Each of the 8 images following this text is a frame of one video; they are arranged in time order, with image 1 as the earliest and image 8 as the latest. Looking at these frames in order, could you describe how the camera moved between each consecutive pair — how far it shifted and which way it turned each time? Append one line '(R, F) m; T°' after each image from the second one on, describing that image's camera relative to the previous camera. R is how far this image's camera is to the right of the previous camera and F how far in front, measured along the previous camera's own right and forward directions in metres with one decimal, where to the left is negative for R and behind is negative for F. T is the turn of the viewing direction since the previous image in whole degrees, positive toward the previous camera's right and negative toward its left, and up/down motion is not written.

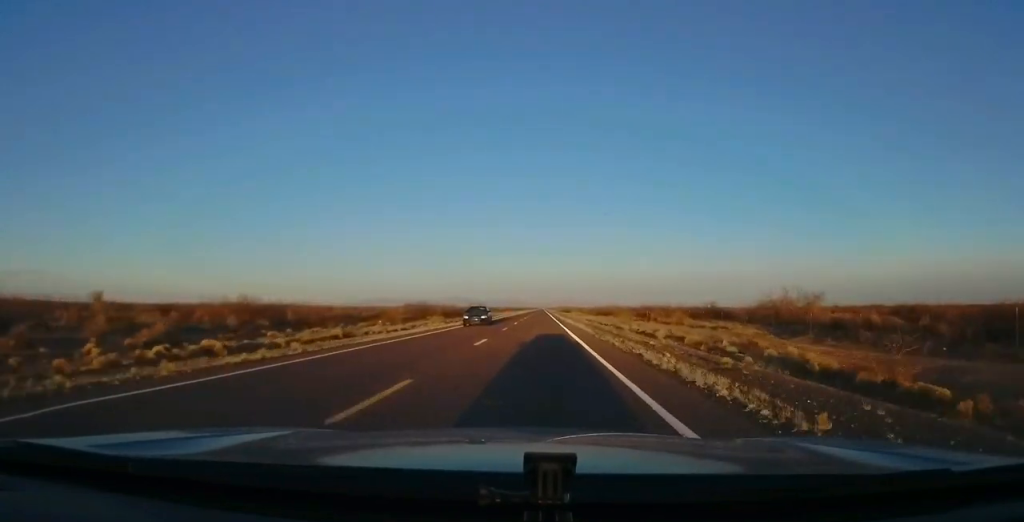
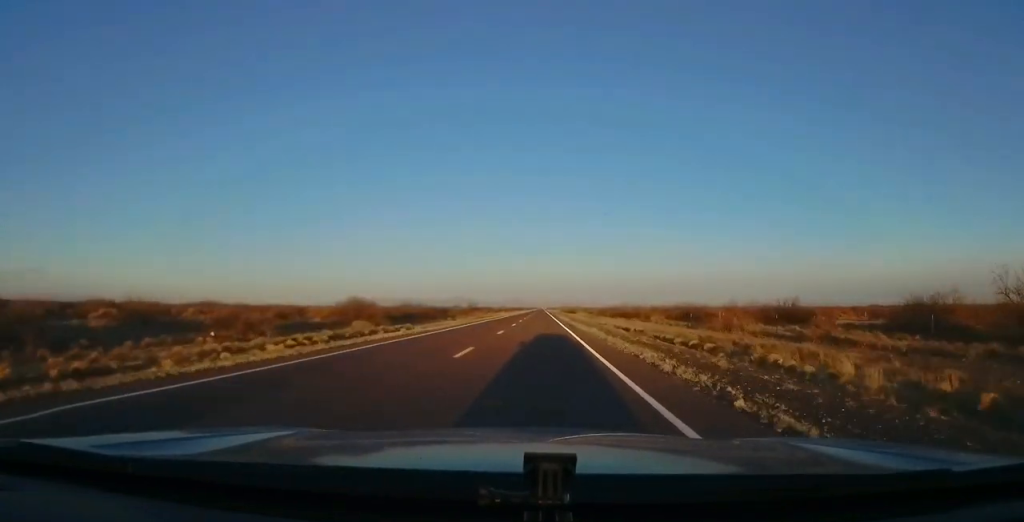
(-0.6, +29.2) m; 0°
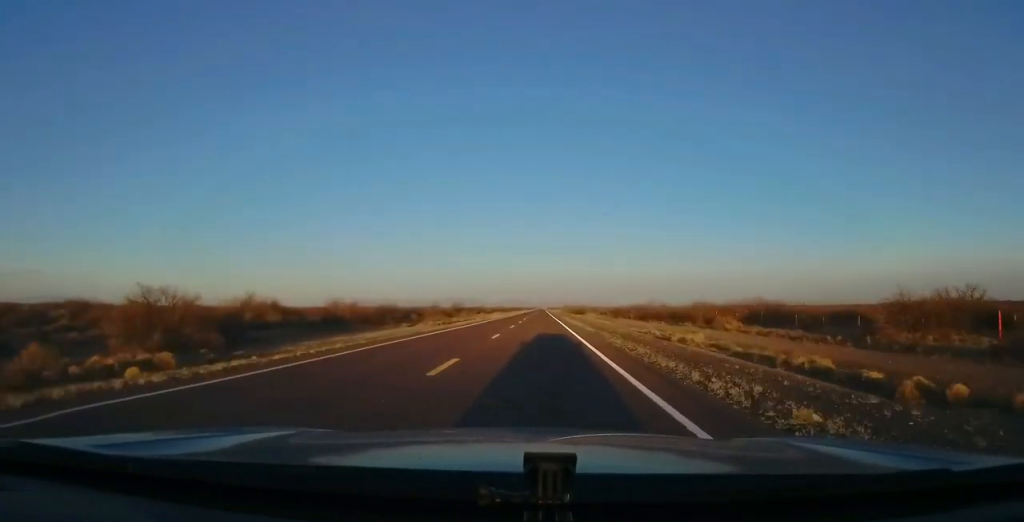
(+0.6, +28.3) m; +1°
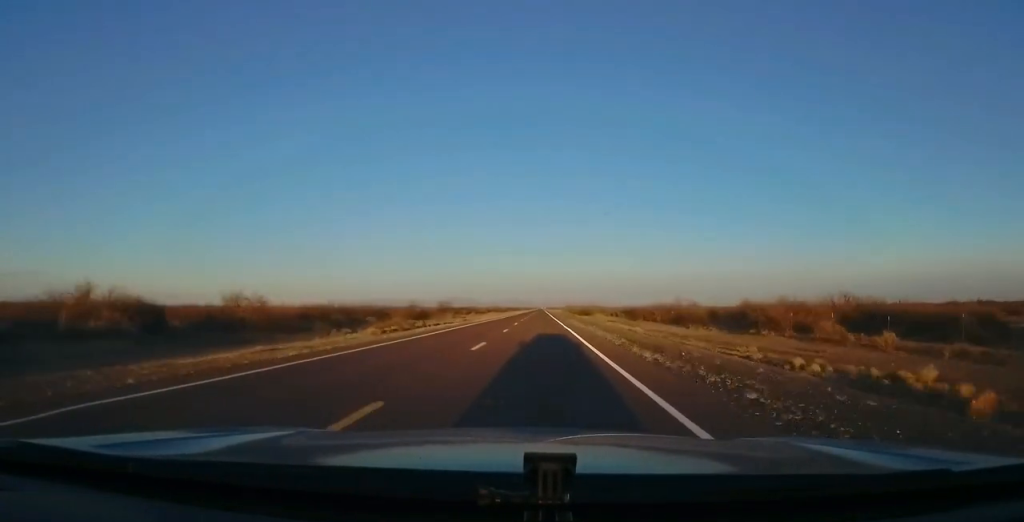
(0.0, +18.5) m; 0°
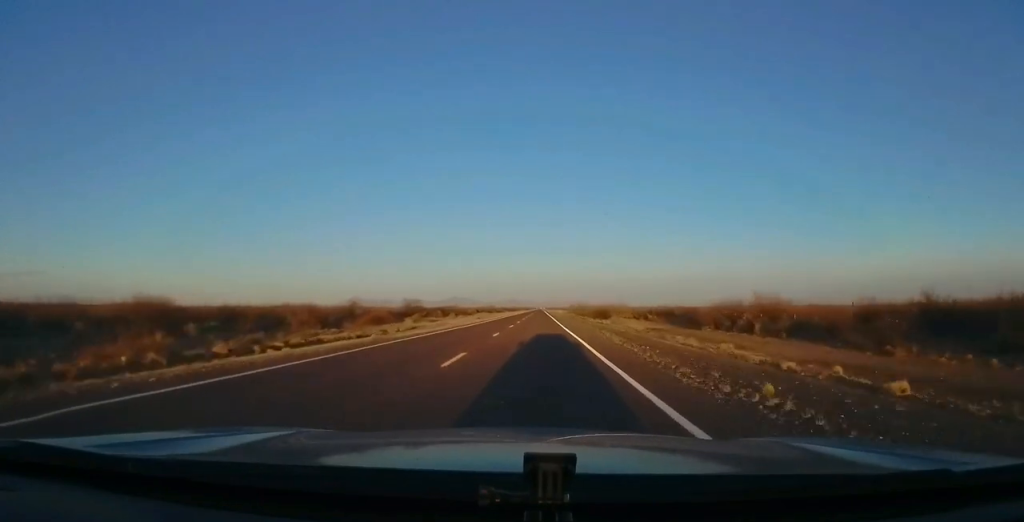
(0.0, +29.2) m; -1°
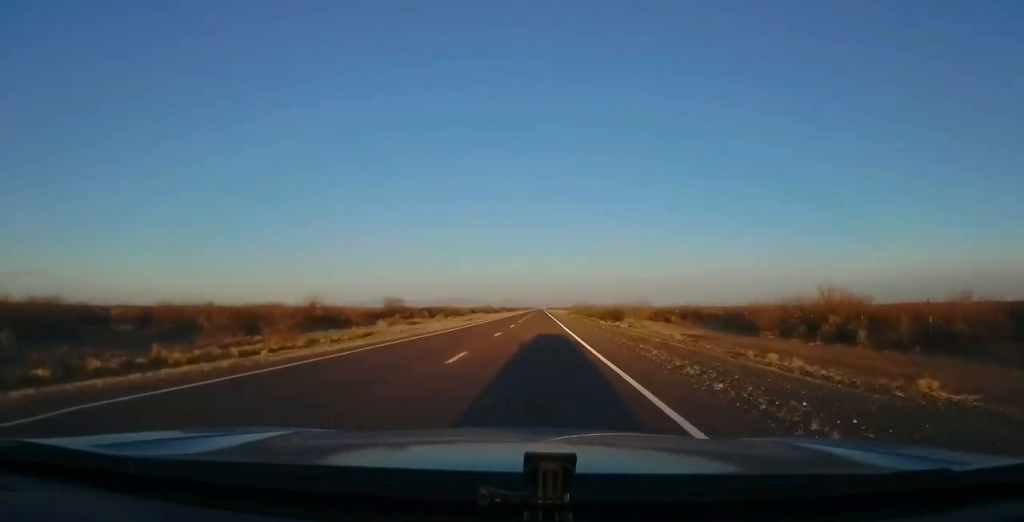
(+0.1, +11.7) m; 0°
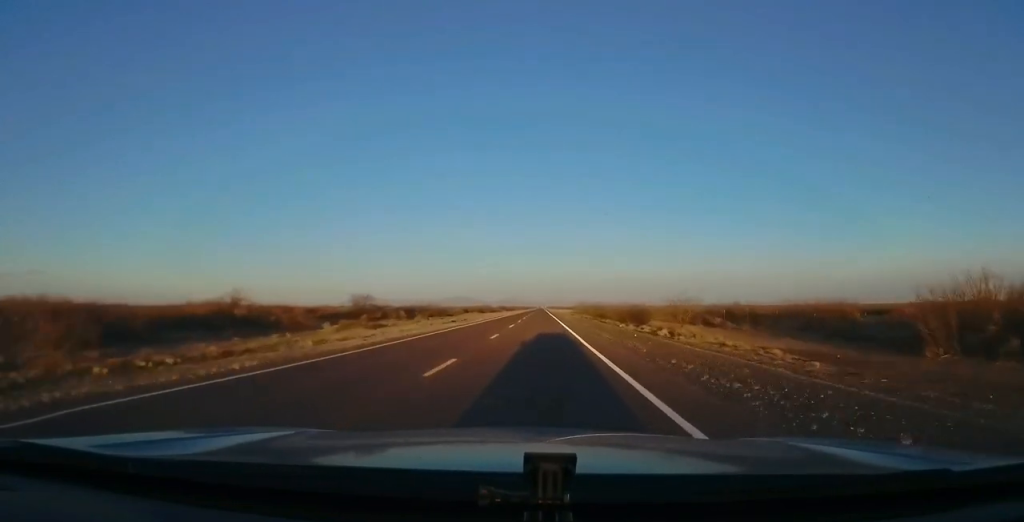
(-0.2, +14.6) m; -1°
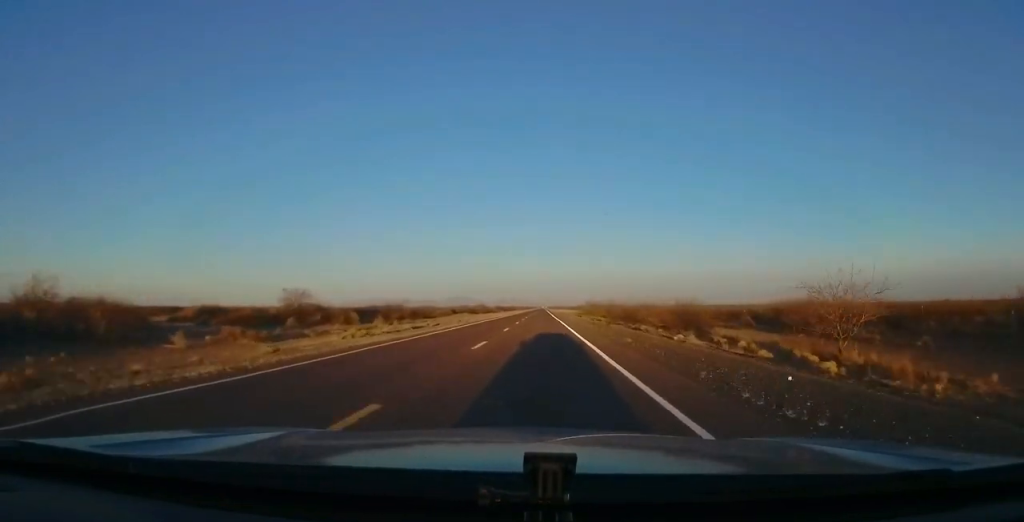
(-0.1, +18.5) m; 0°
